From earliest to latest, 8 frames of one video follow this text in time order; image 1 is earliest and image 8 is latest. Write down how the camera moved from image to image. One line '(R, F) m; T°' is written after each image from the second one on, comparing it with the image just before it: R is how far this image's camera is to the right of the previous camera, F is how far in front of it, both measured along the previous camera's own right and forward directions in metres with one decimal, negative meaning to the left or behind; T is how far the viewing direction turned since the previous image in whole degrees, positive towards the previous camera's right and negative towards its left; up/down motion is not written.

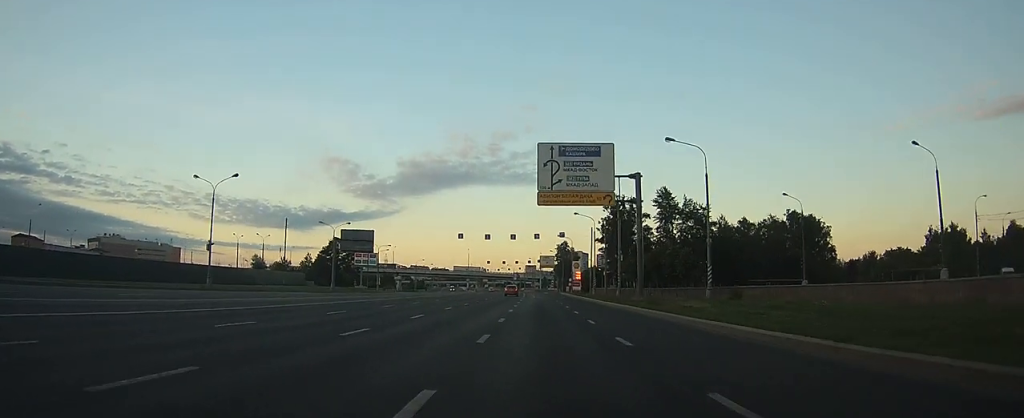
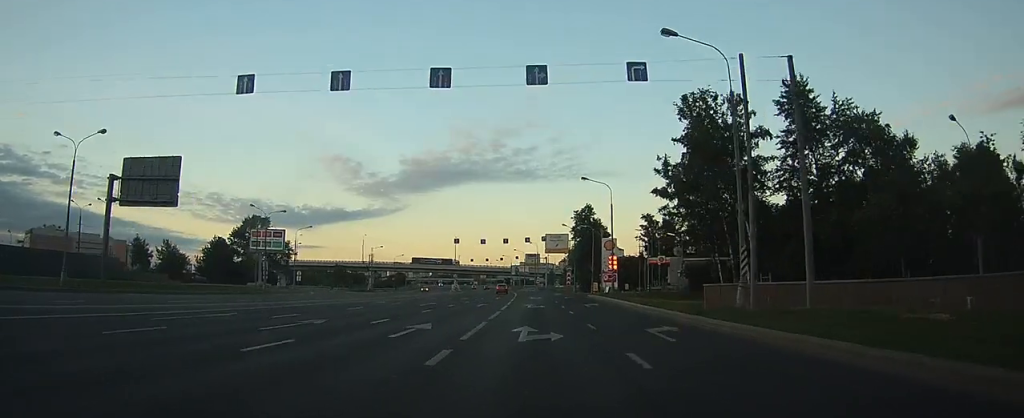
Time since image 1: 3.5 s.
(+0.4, +59.9) m; +1°
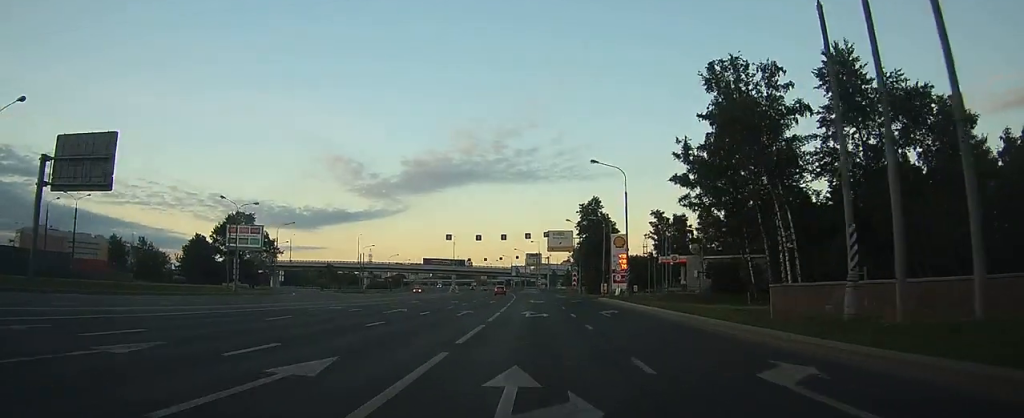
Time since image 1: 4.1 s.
(+0.1, +8.8) m; 0°
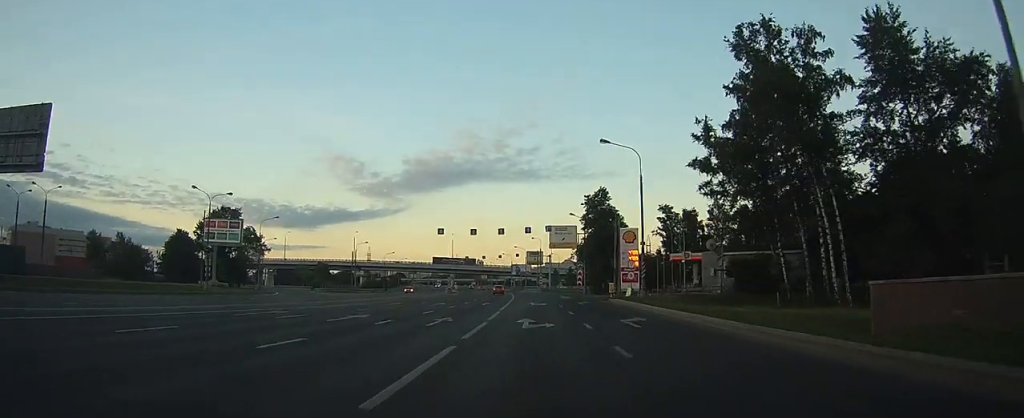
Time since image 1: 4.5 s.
(0.0, +7.0) m; 0°
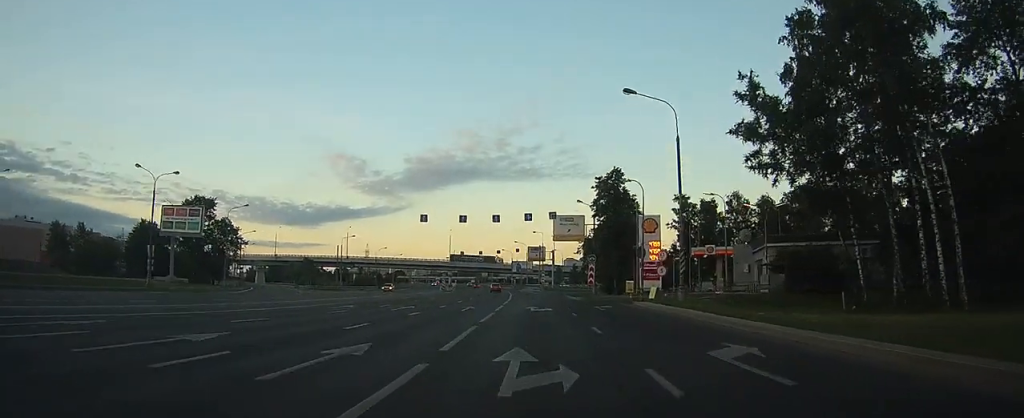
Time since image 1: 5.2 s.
(0.0, +11.2) m; 0°
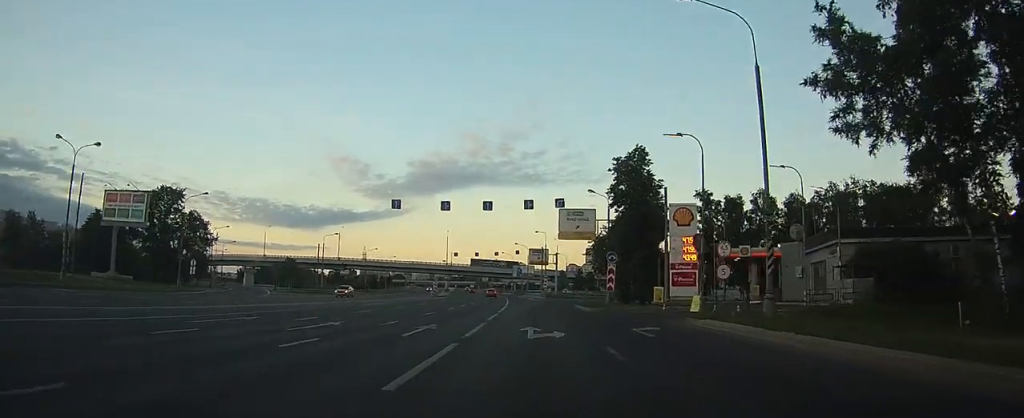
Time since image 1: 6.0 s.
(0.0, +12.0) m; 0°
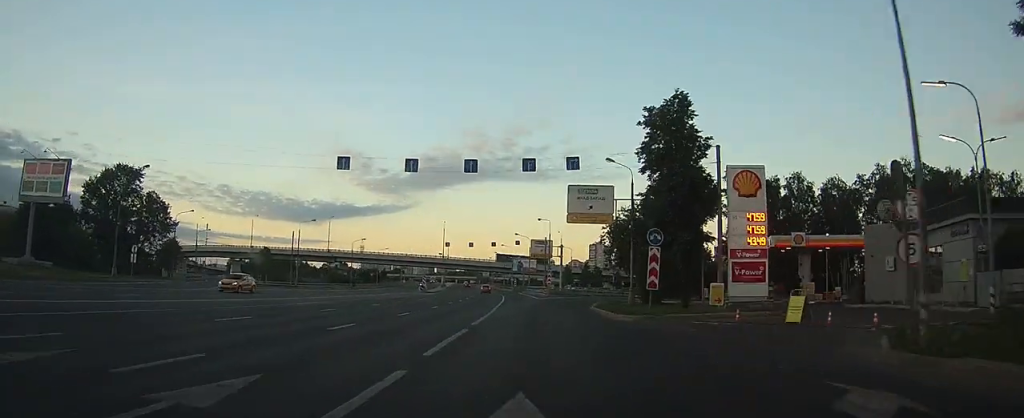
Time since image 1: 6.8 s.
(0.0, +12.6) m; 0°
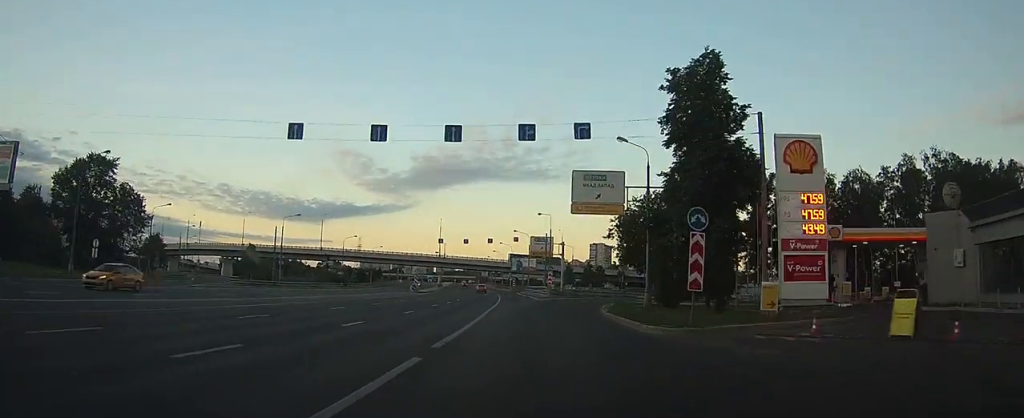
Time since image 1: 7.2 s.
(0.0, +6.5) m; 0°
